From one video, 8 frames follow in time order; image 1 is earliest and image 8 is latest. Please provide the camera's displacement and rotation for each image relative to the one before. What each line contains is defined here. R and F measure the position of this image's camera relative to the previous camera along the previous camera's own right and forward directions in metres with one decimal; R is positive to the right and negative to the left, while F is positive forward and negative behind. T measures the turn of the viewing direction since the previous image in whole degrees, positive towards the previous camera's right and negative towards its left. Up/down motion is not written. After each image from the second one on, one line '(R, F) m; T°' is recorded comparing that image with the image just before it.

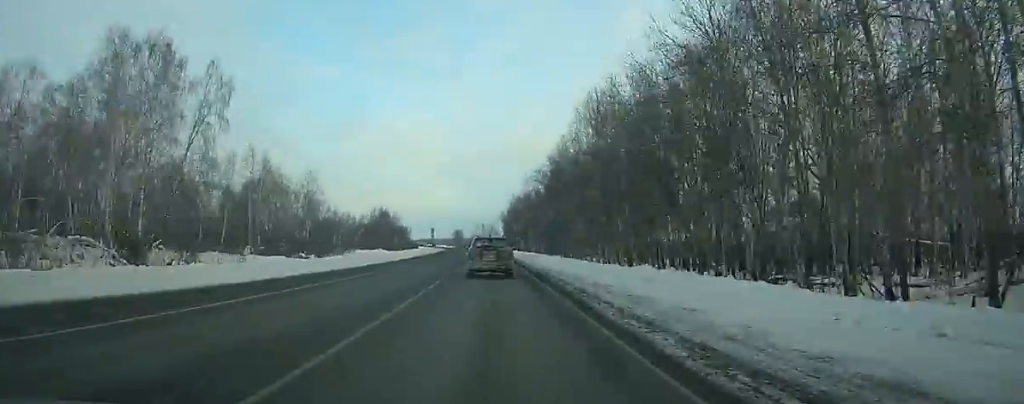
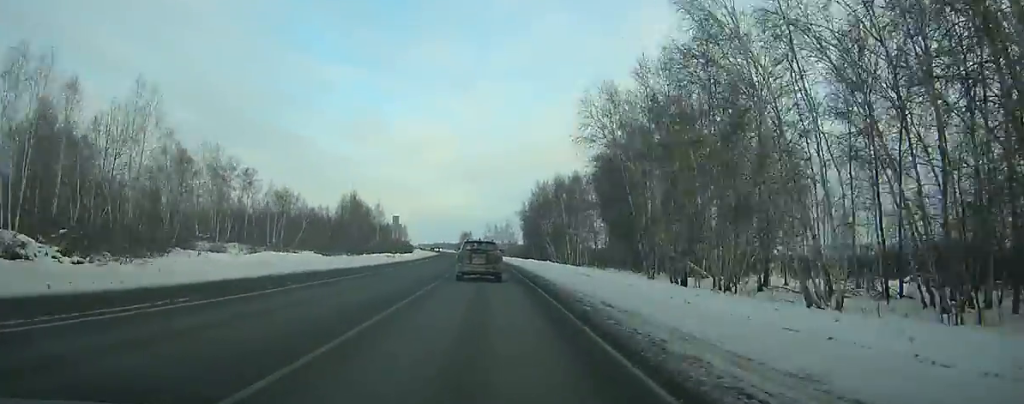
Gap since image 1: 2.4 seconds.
(-0.2, +58.0) m; -1°
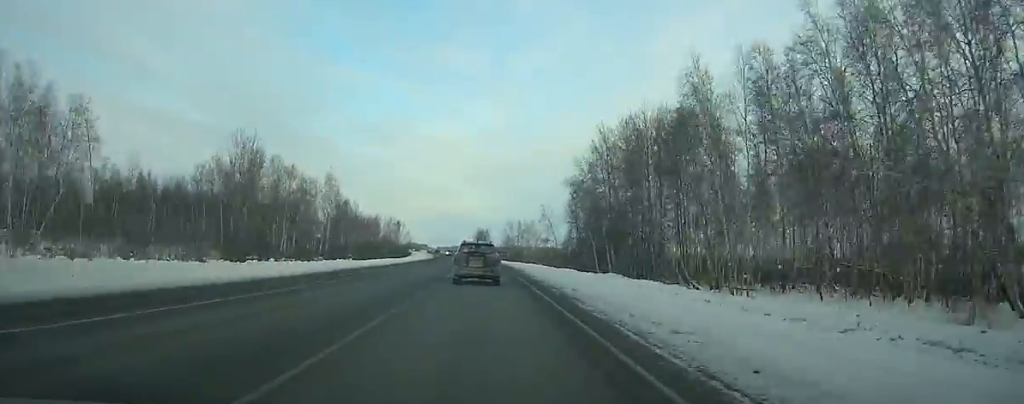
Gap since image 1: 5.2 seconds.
(-1.1, +67.9) m; -2°
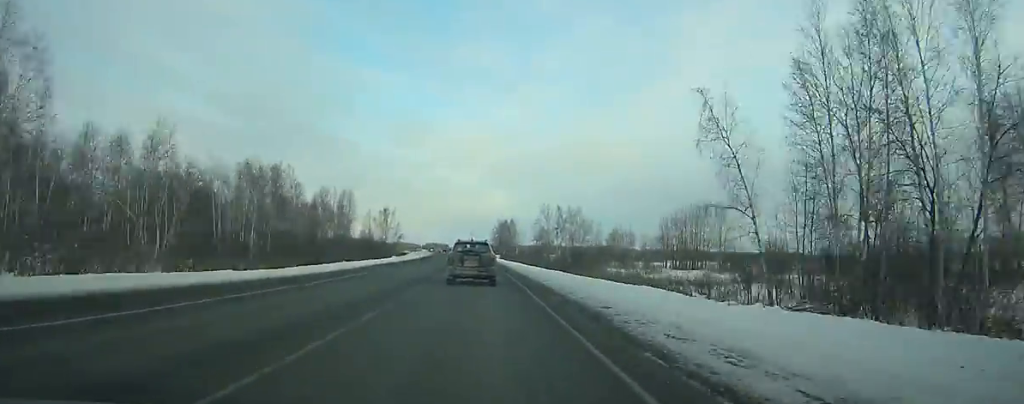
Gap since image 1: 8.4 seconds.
(-1.4, +77.9) m; -2°
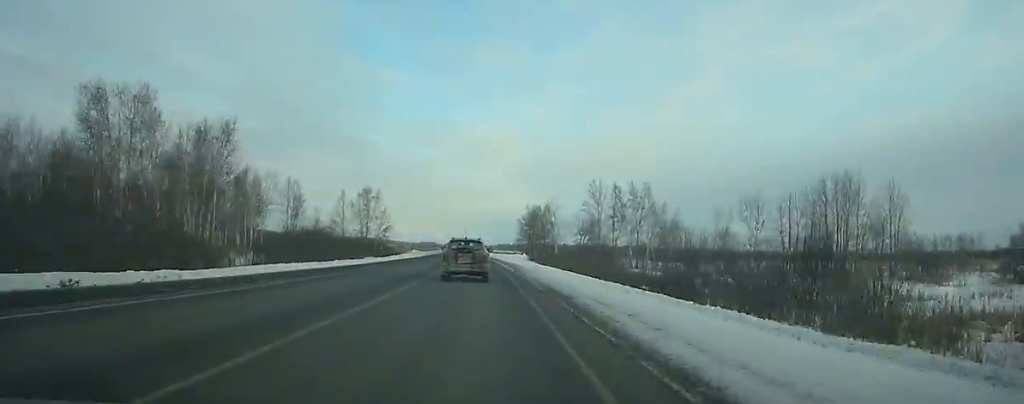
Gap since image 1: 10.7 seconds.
(-1.2, +56.1) m; -2°
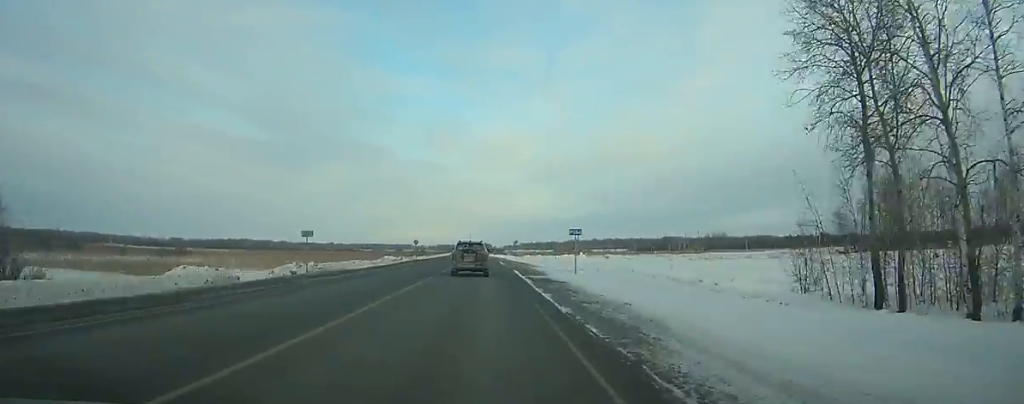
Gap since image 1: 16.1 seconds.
(-3.0, +132.4) m; -2°
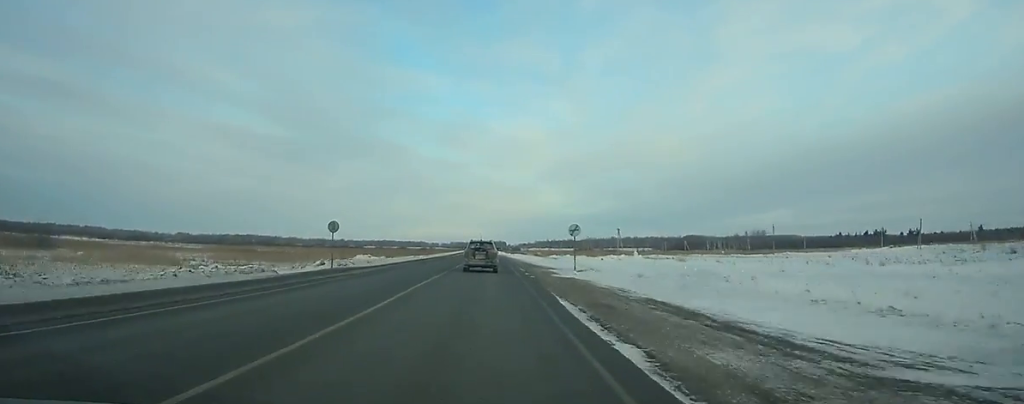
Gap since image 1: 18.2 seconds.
(-0.2, +52.2) m; -1°
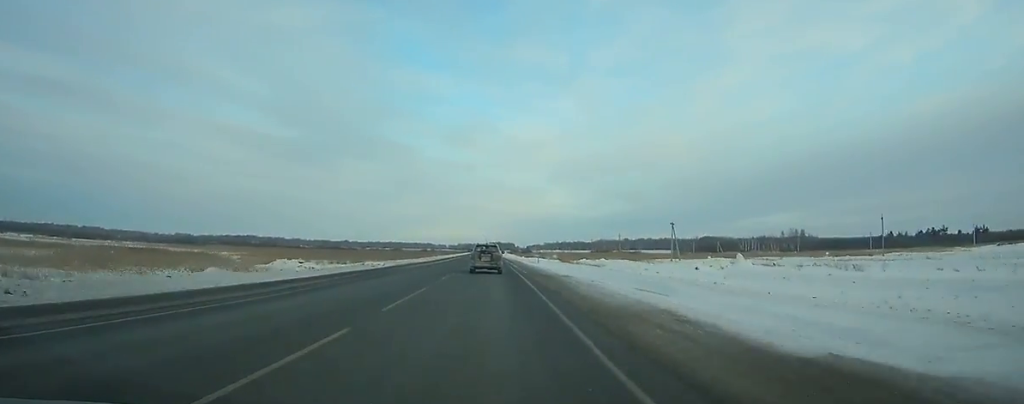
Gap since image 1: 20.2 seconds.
(-0.4, +50.2) m; -1°
